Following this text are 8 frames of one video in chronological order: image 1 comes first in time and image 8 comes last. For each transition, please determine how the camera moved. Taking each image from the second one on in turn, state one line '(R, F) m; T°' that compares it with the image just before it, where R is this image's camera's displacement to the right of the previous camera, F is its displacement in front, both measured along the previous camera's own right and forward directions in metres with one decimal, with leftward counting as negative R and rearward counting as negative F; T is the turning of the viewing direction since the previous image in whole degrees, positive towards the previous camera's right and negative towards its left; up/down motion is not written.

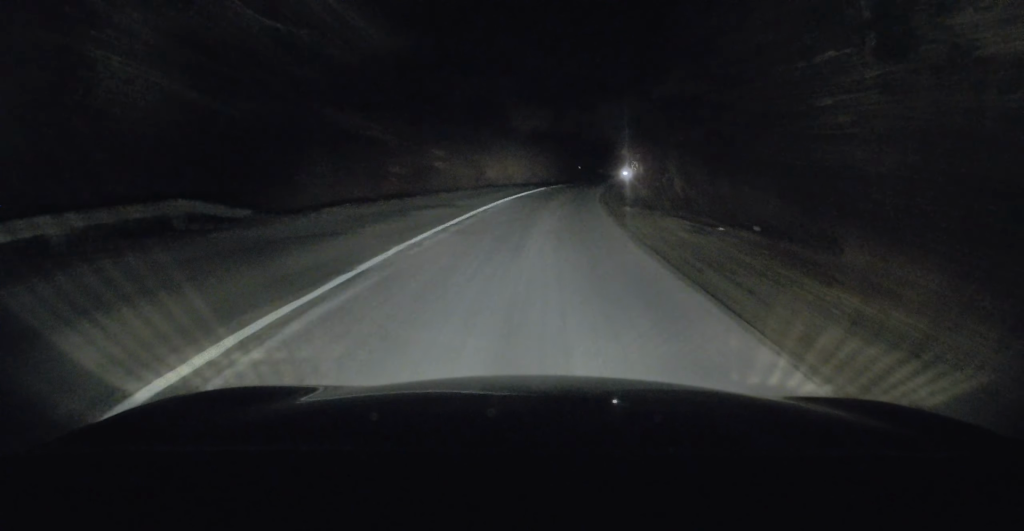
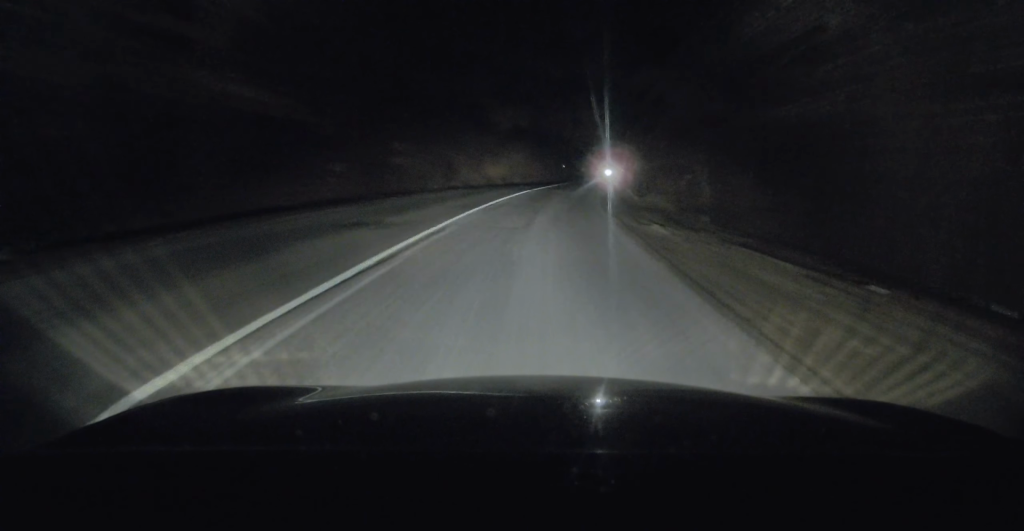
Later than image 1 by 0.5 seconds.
(+0.1, +8.4) m; +2°
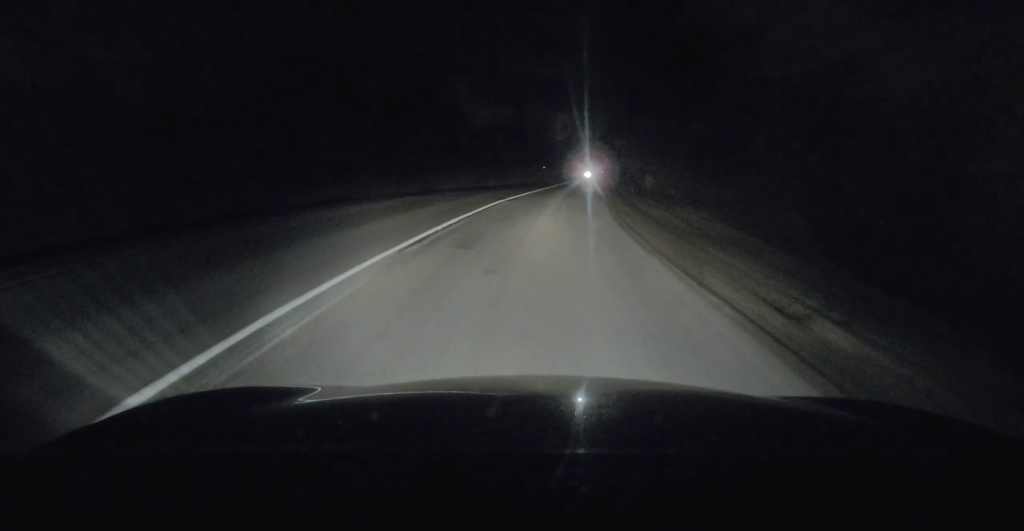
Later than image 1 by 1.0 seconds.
(+0.1, +10.1) m; +2°
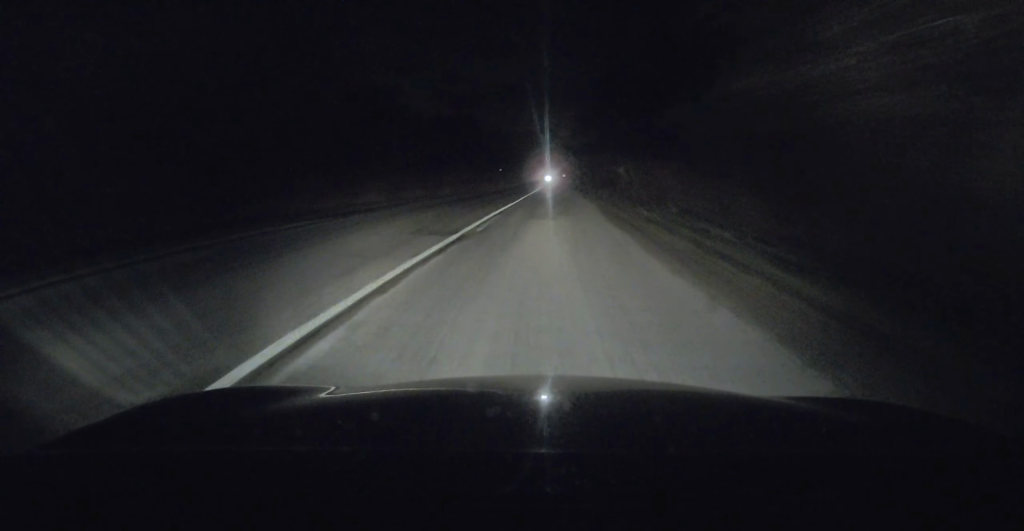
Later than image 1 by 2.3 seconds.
(+1.0, +22.2) m; +4°
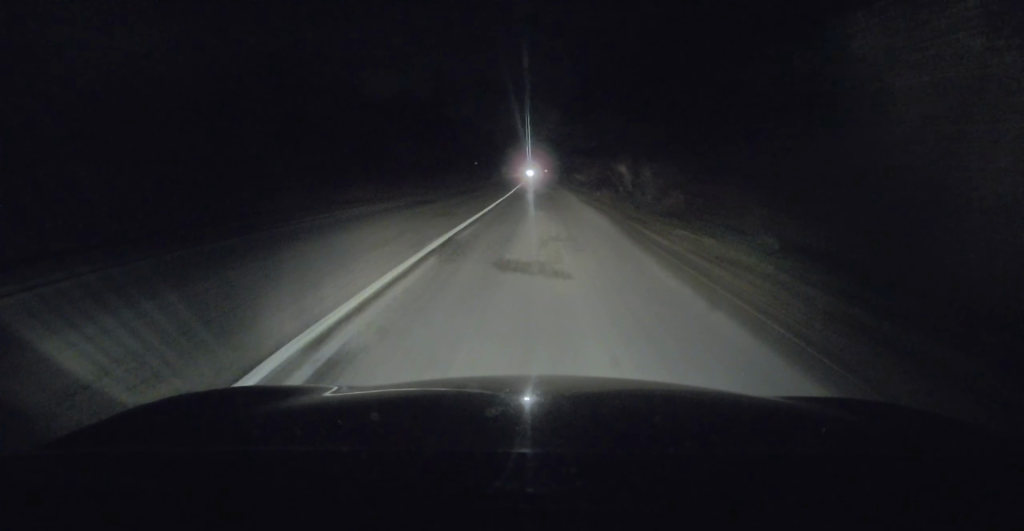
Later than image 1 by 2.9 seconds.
(+0.1, +10.5) m; 0°
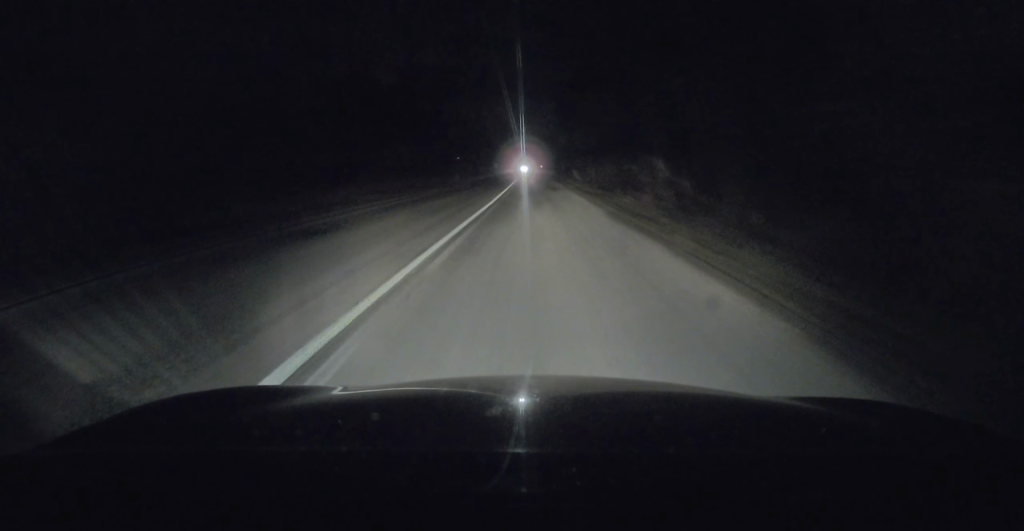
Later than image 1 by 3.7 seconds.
(0.0, +13.3) m; 0°
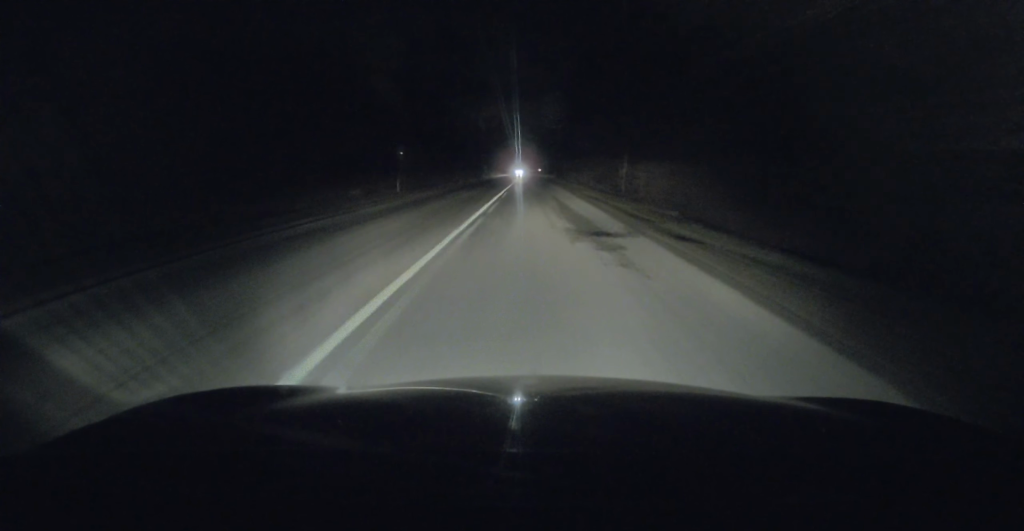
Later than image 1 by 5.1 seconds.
(-0.1, +25.0) m; 0°
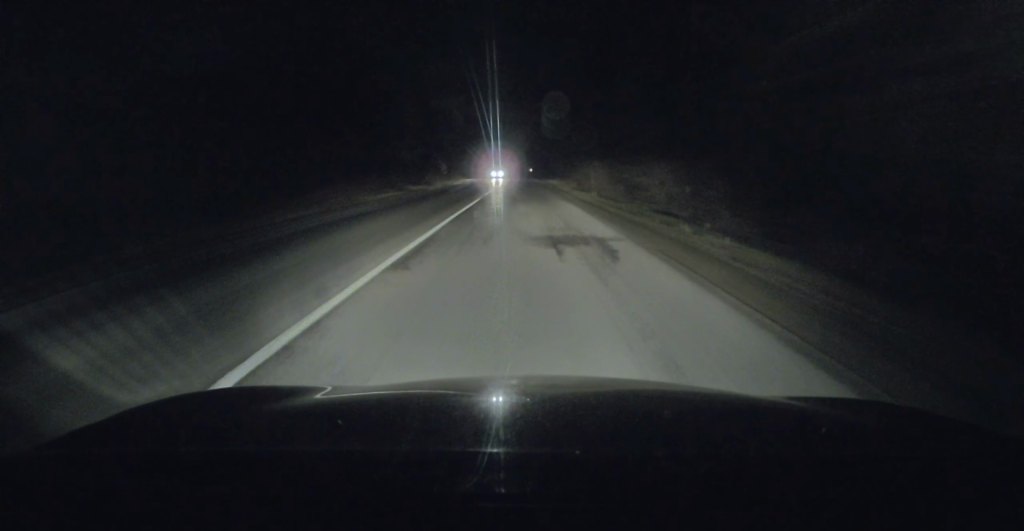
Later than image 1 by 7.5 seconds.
(+0.3, +42.9) m; 0°
